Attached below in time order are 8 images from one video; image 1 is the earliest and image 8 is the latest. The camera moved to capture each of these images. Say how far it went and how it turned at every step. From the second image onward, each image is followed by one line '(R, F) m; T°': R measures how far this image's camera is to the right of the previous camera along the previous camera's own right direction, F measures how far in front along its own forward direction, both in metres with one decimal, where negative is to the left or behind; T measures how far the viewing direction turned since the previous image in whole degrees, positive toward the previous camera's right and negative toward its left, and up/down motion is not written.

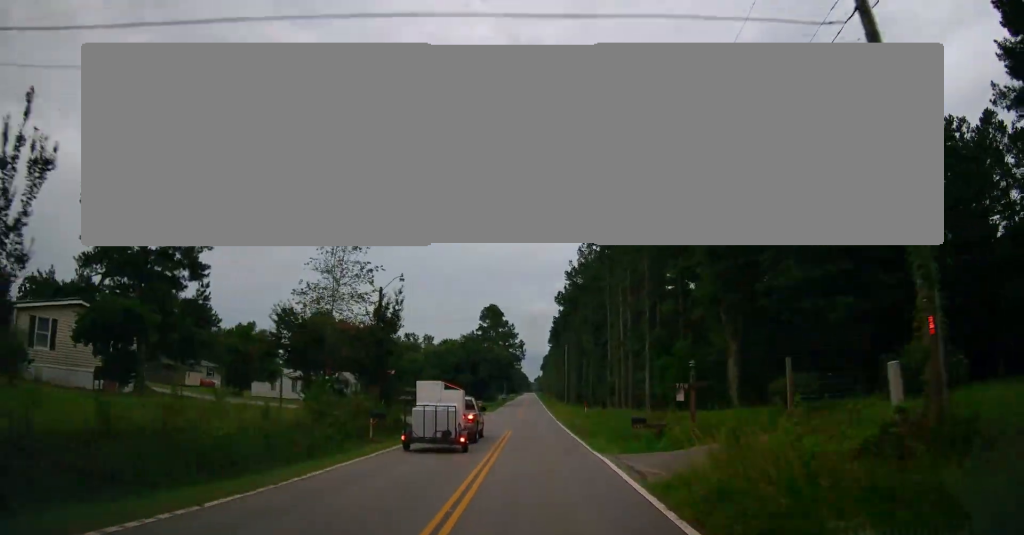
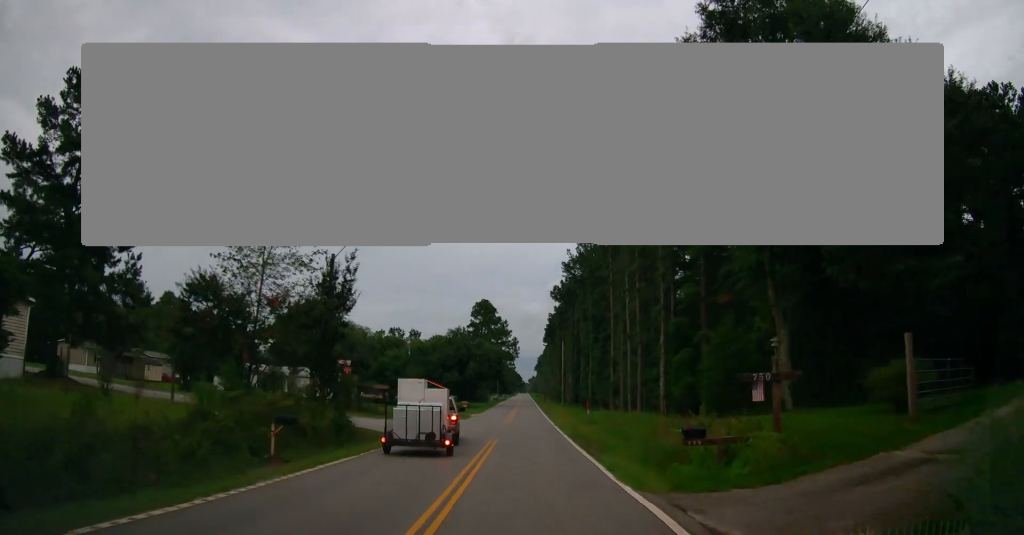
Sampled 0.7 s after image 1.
(0.0, +8.5) m; 0°
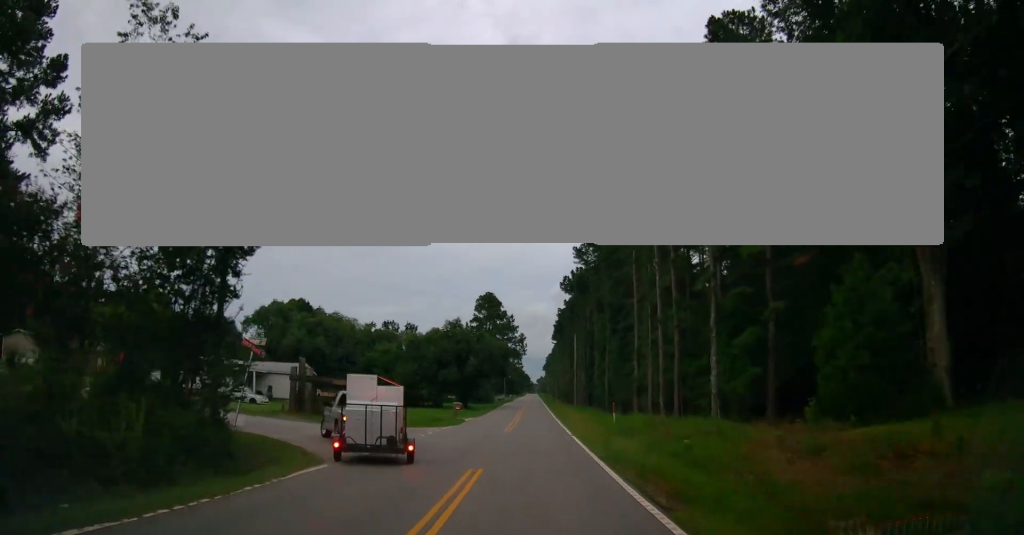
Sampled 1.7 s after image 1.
(0.0, +10.8) m; -1°
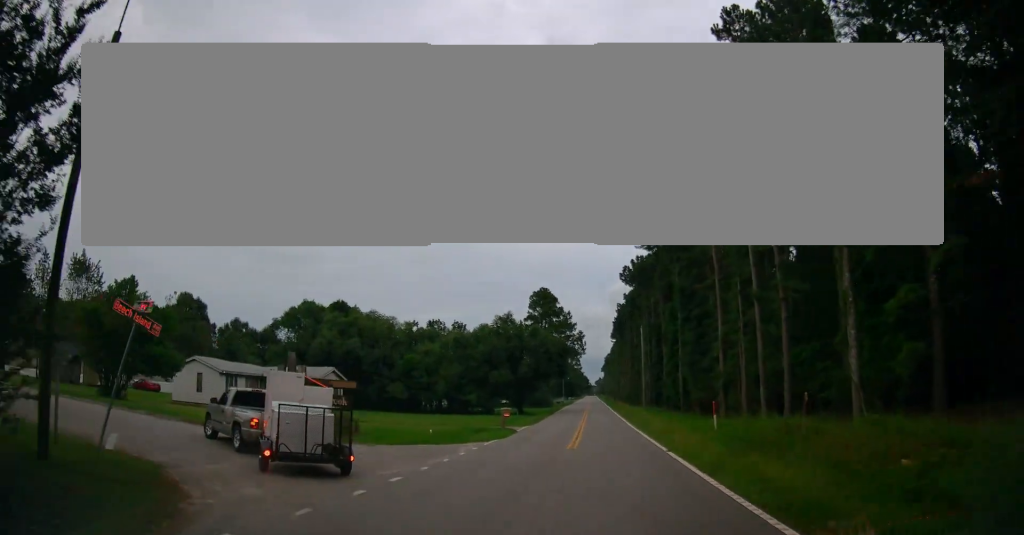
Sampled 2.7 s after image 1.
(-0.2, +9.0) m; -3°
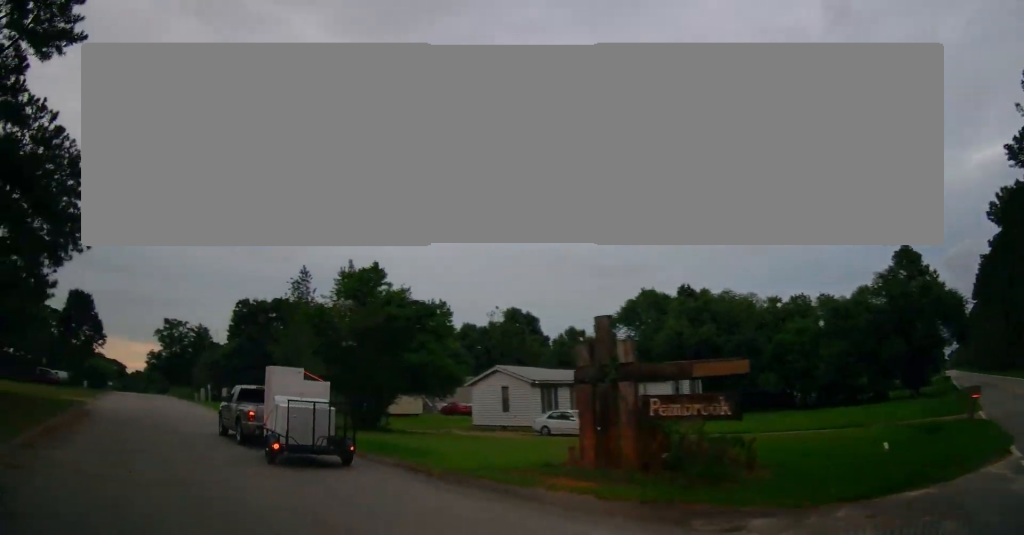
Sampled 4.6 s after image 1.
(-2.8, +13.6) m; -35°
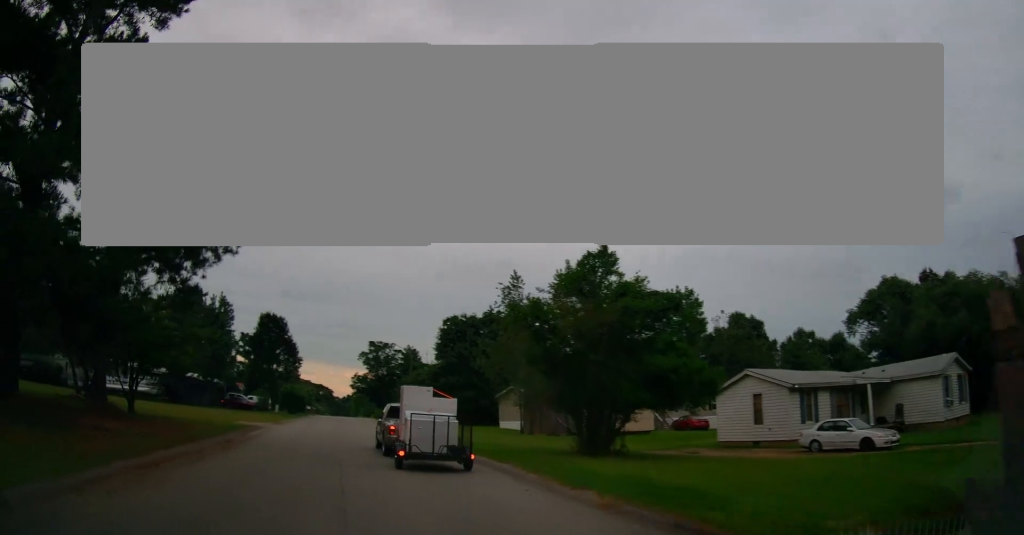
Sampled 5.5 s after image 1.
(-1.3, +5.9) m; -19°
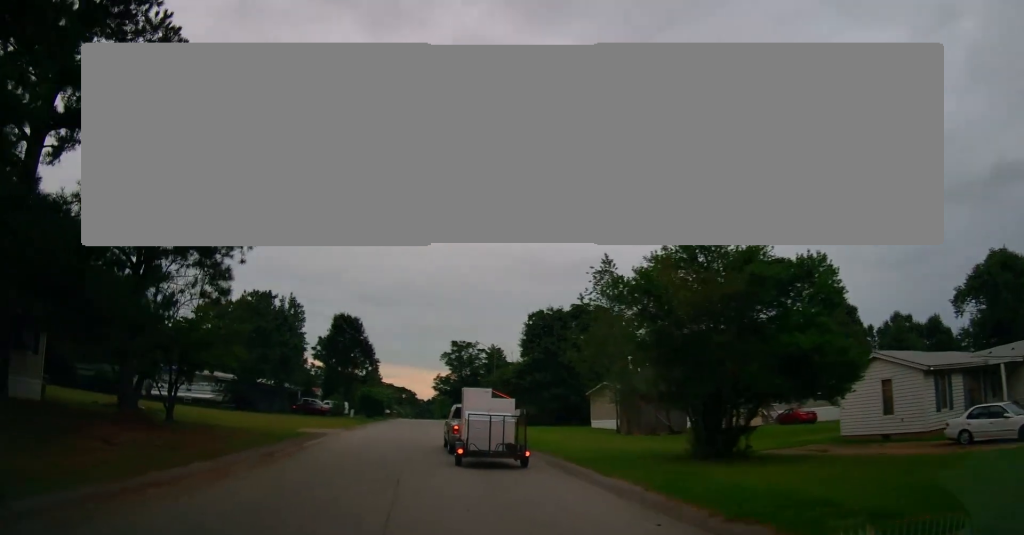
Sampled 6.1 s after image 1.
(-0.4, +3.8) m; -9°
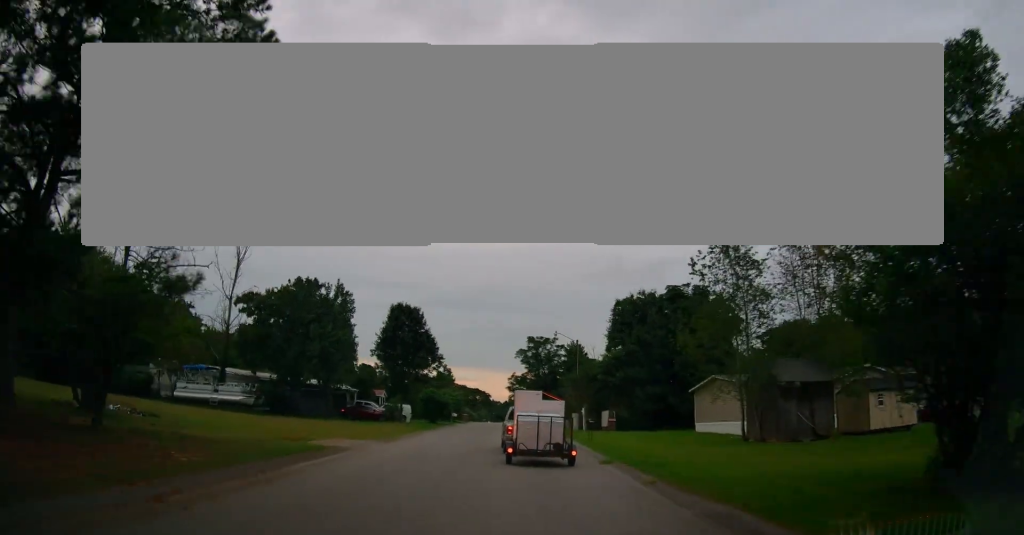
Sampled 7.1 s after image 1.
(-0.9, +7.6) m; -11°
